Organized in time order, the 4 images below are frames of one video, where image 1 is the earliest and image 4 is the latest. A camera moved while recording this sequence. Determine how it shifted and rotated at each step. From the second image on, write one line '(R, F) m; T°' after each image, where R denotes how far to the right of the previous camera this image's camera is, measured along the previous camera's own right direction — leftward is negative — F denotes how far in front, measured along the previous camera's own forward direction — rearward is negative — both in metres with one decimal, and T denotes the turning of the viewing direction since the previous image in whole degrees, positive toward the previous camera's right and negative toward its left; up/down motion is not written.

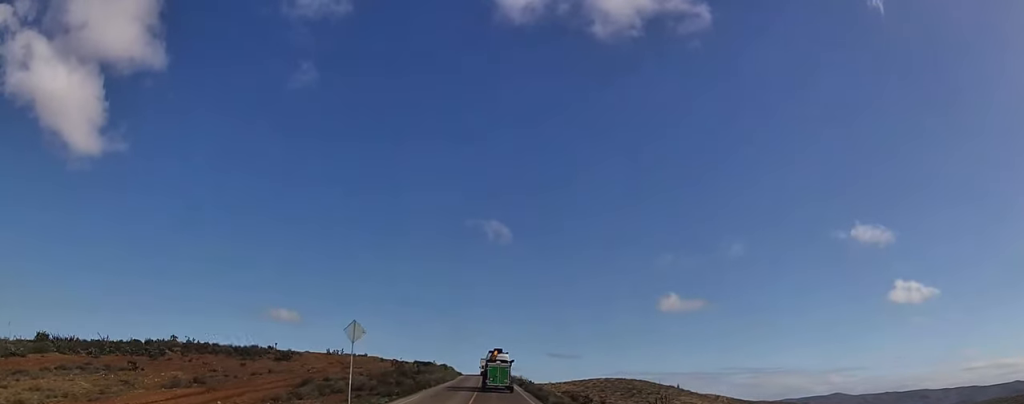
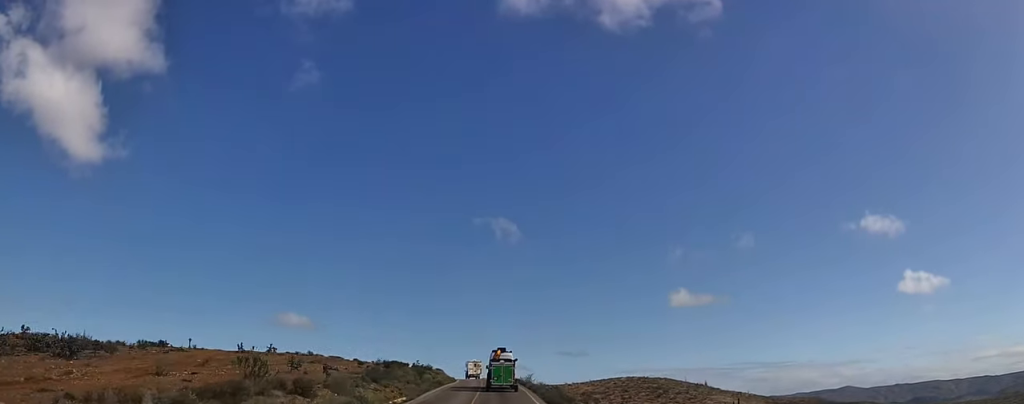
(-4.2, +40.8) m; -4°
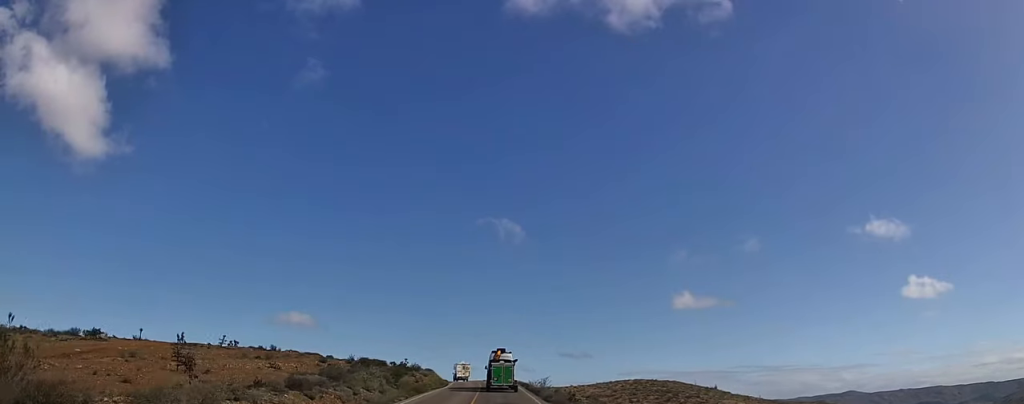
(+0.5, +14.8) m; -1°
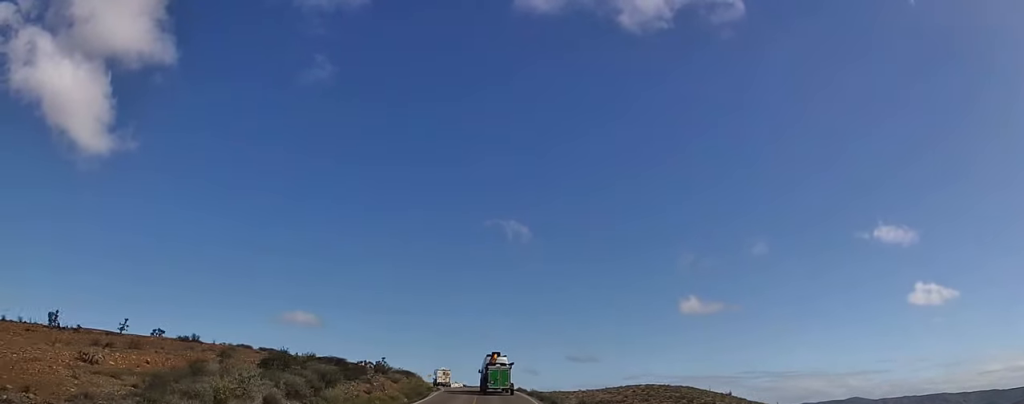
(-0.3, +19.2) m; -1°
